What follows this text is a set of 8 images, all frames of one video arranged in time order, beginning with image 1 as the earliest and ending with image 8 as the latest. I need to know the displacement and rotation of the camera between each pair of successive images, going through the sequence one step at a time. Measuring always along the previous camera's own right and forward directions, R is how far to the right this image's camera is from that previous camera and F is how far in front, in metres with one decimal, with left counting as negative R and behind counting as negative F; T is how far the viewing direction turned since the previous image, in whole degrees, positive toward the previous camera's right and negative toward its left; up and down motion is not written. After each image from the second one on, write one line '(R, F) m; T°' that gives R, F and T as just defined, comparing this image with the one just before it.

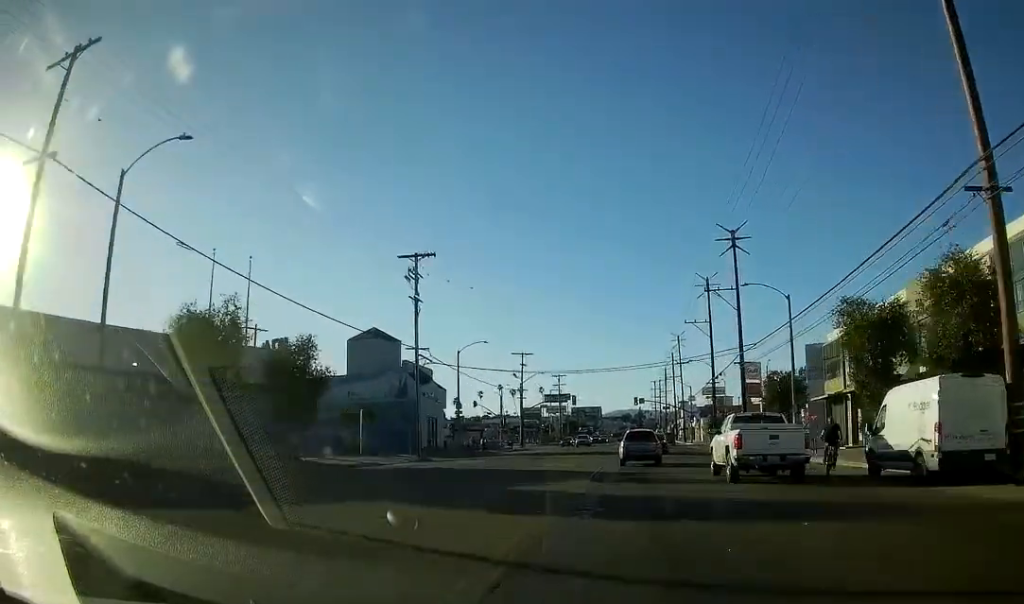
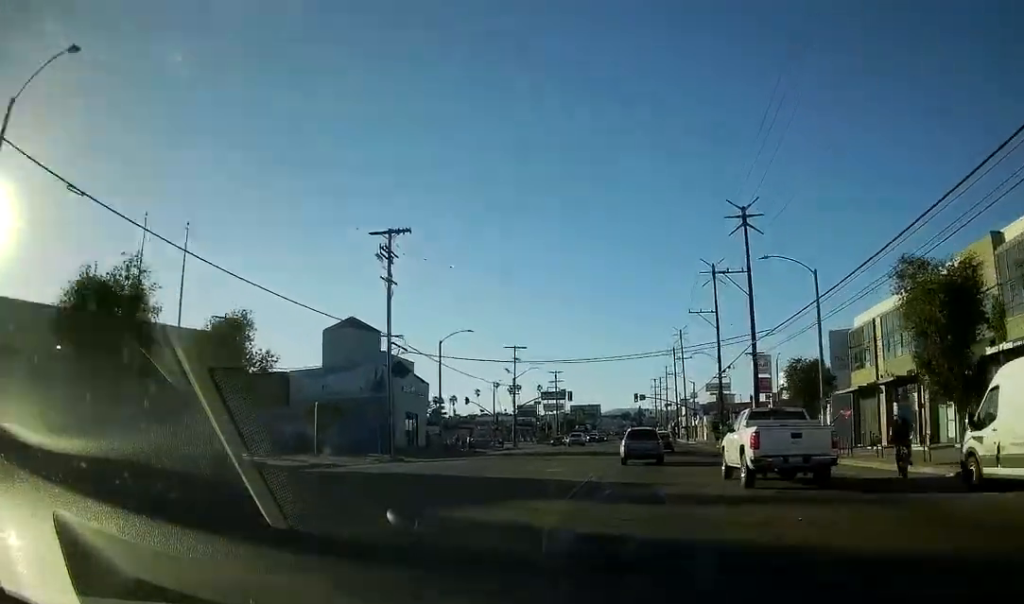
(+0.1, +6.5) m; 0°
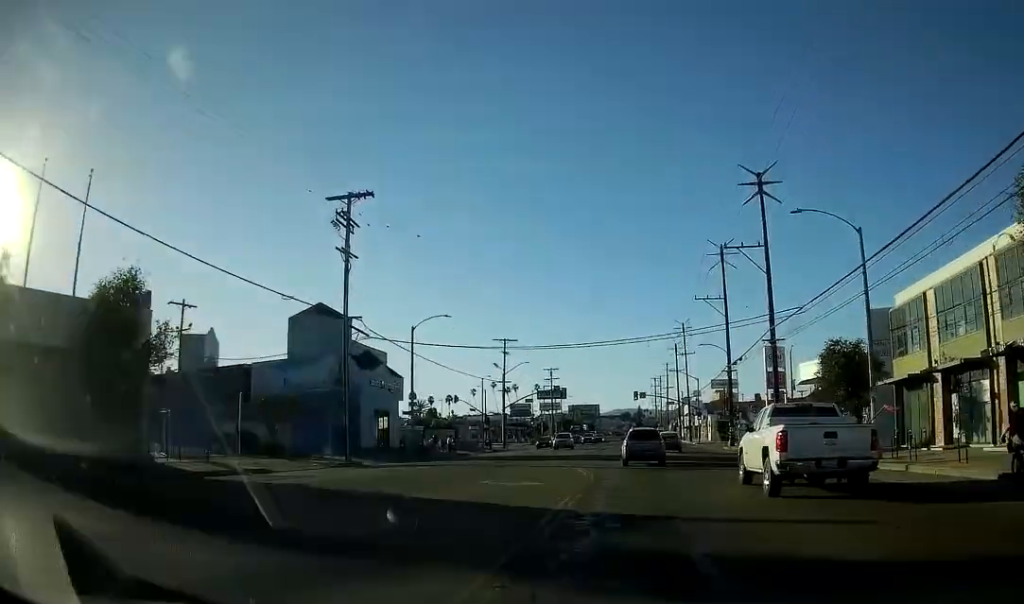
(-0.1, +8.3) m; 0°
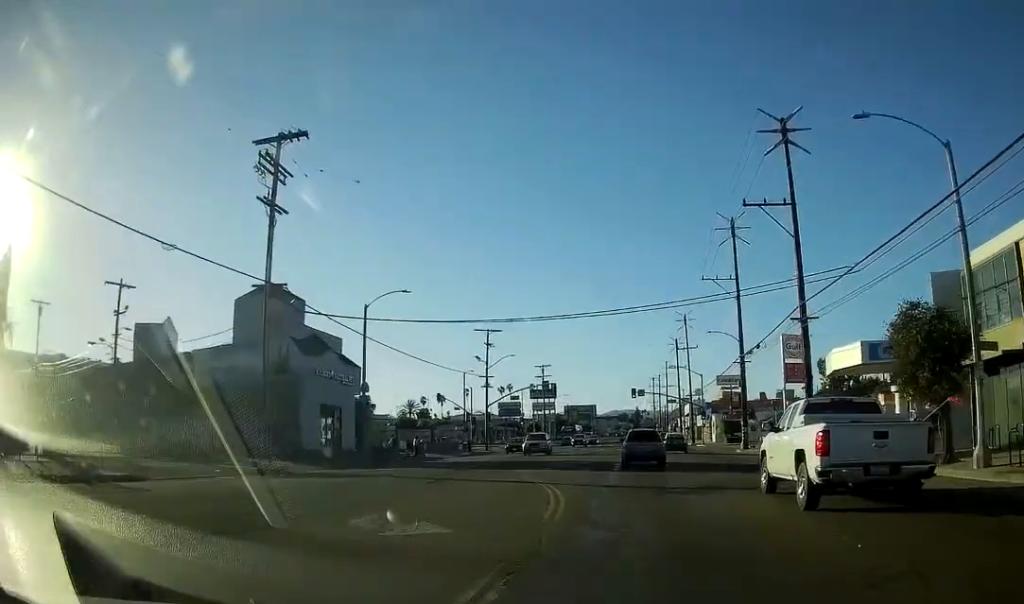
(-0.2, +9.6) m; 0°
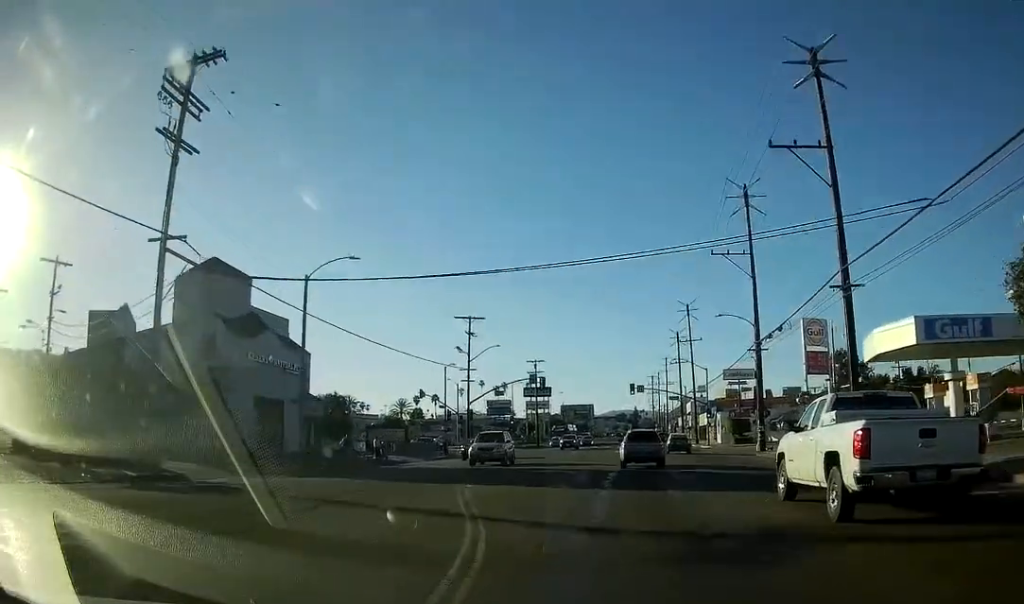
(+0.1, +9.0) m; +1°
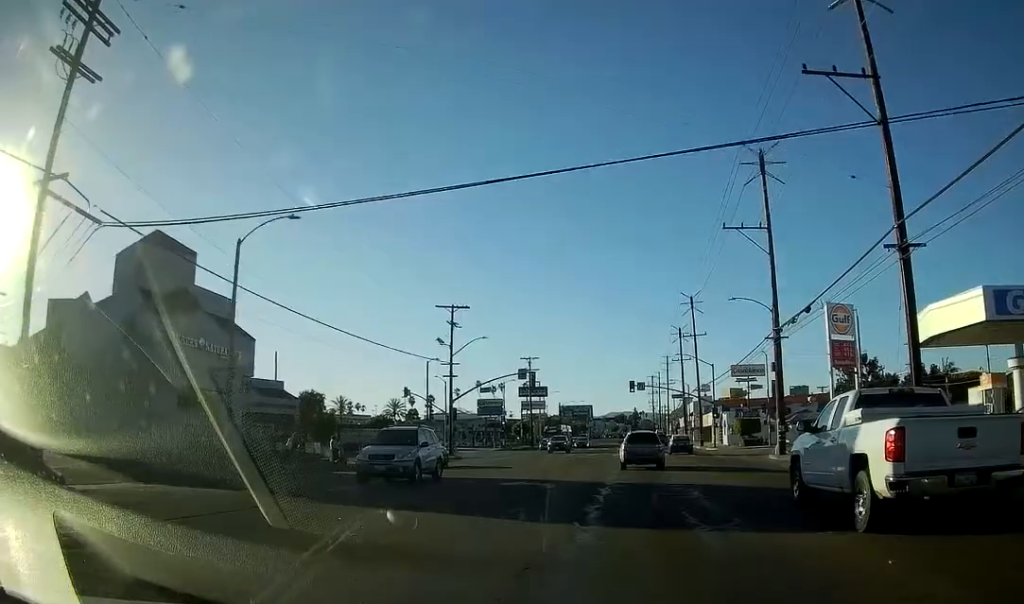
(+0.1, +7.1) m; 0°
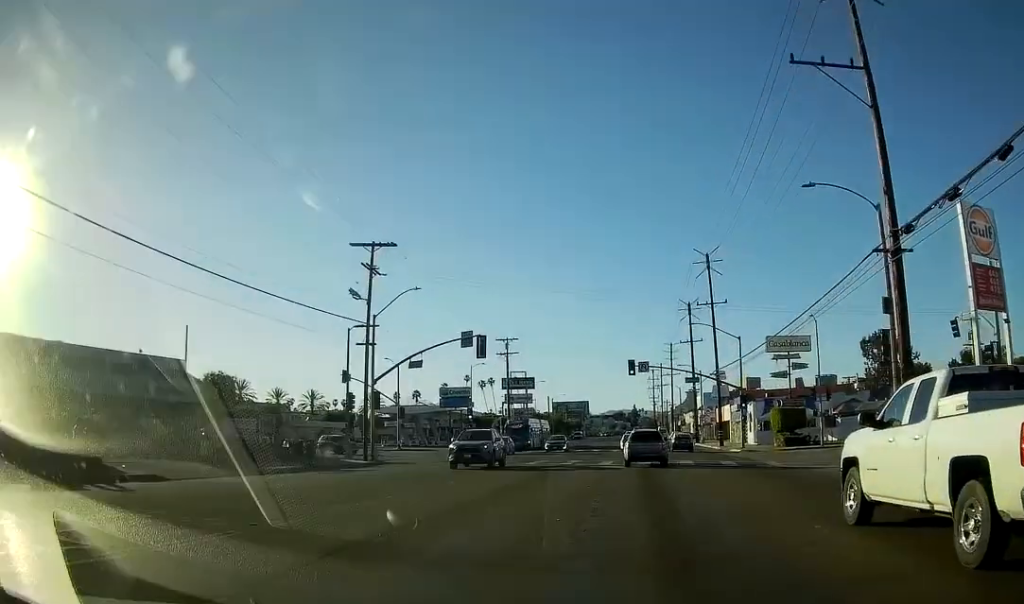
(-0.4, +21.5) m; -2°
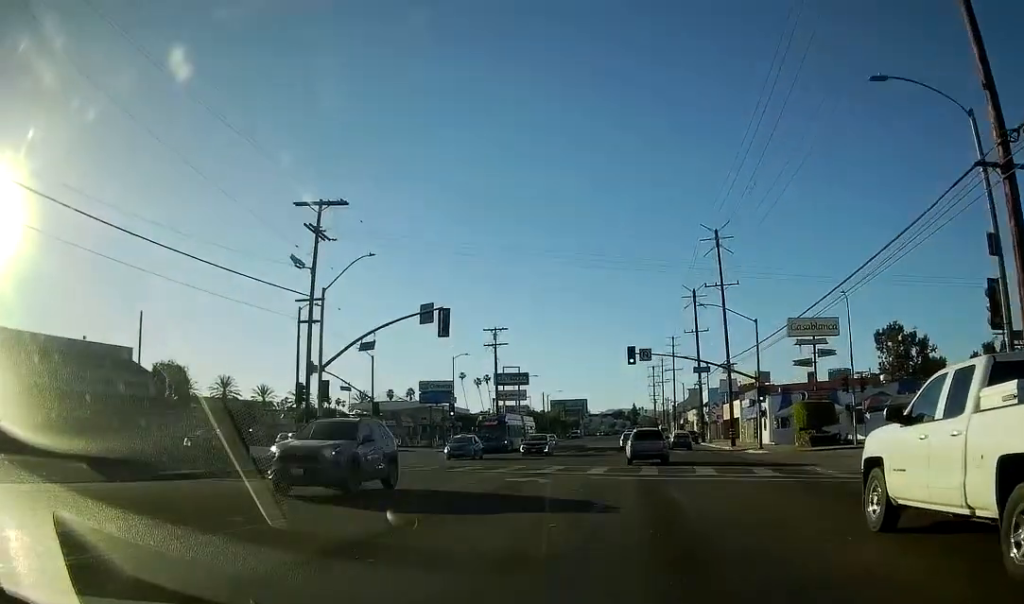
(+0.1, +8.3) m; +1°
